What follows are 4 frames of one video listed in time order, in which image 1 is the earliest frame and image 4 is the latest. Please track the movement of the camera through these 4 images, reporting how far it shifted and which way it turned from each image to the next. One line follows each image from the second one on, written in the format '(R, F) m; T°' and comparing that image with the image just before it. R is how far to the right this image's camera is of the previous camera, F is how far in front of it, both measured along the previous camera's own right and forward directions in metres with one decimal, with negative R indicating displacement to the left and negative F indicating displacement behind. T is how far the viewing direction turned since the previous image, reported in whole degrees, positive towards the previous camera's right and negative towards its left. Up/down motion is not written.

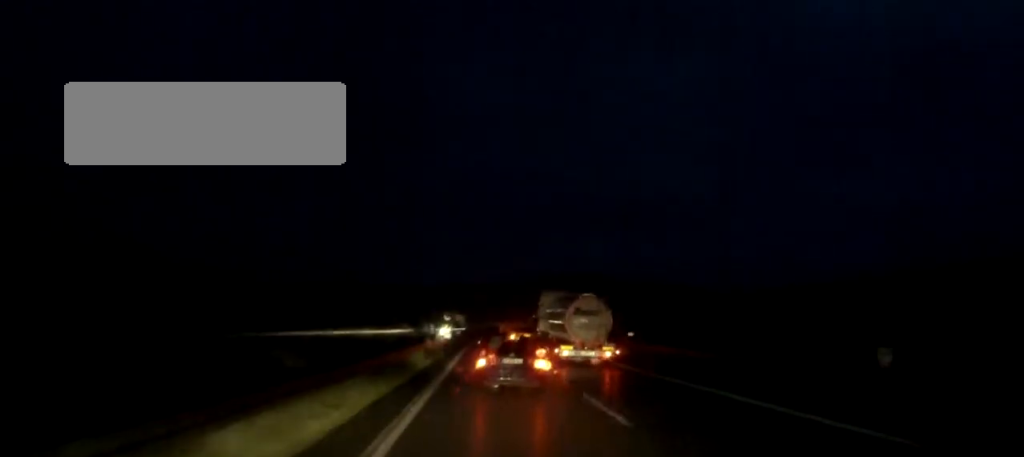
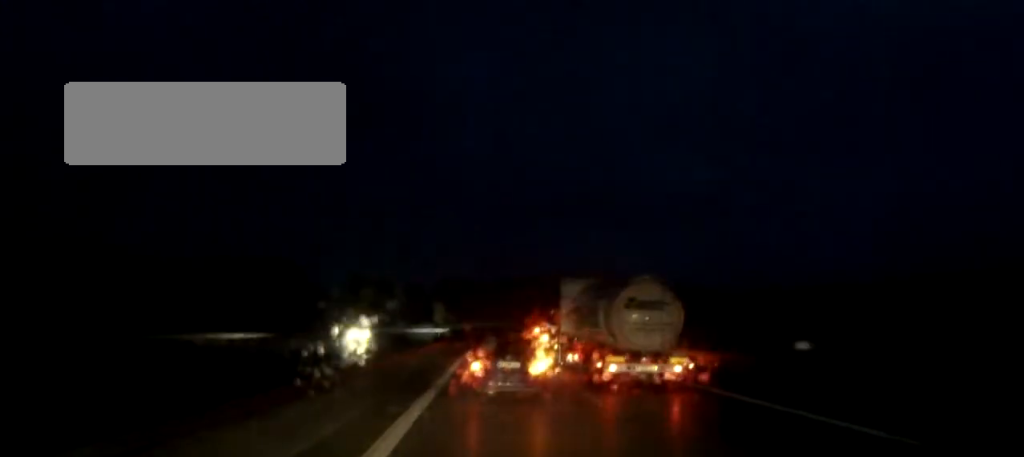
(+0.3, +50.6) m; +1°
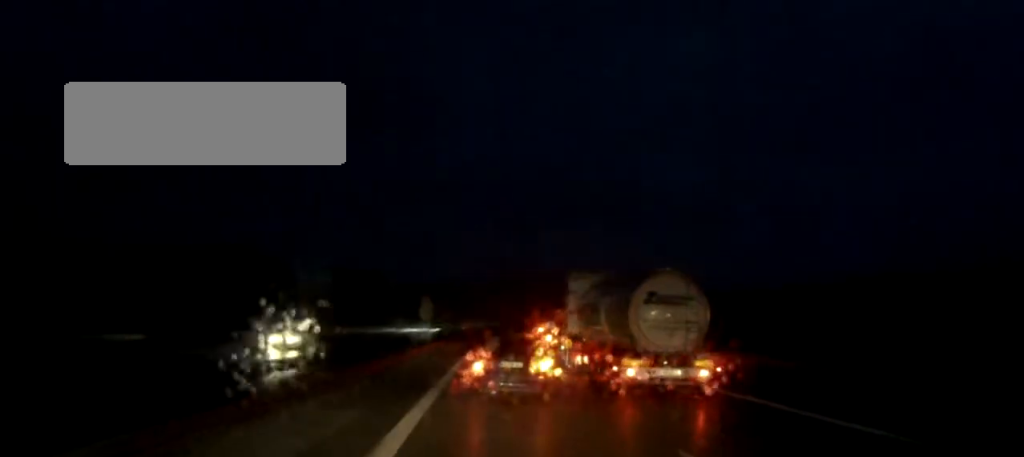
(0.0, +12.2) m; 0°
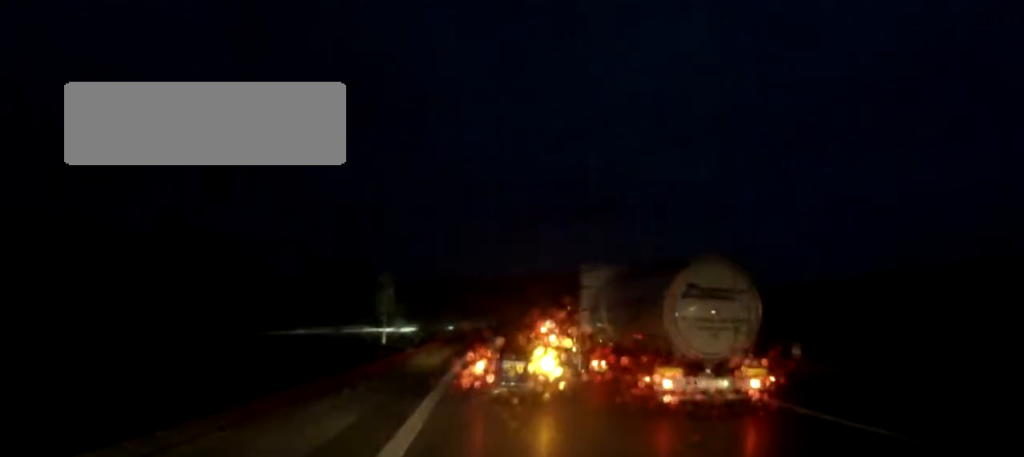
(0.0, +19.5) m; 0°
